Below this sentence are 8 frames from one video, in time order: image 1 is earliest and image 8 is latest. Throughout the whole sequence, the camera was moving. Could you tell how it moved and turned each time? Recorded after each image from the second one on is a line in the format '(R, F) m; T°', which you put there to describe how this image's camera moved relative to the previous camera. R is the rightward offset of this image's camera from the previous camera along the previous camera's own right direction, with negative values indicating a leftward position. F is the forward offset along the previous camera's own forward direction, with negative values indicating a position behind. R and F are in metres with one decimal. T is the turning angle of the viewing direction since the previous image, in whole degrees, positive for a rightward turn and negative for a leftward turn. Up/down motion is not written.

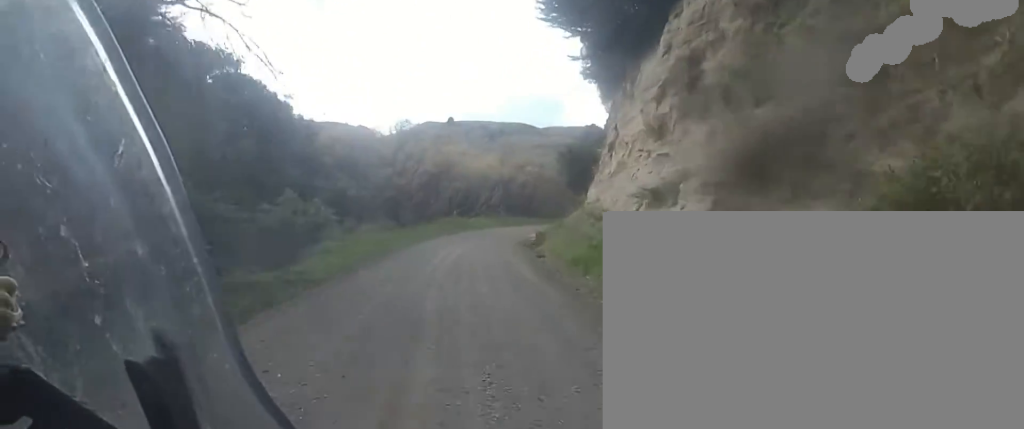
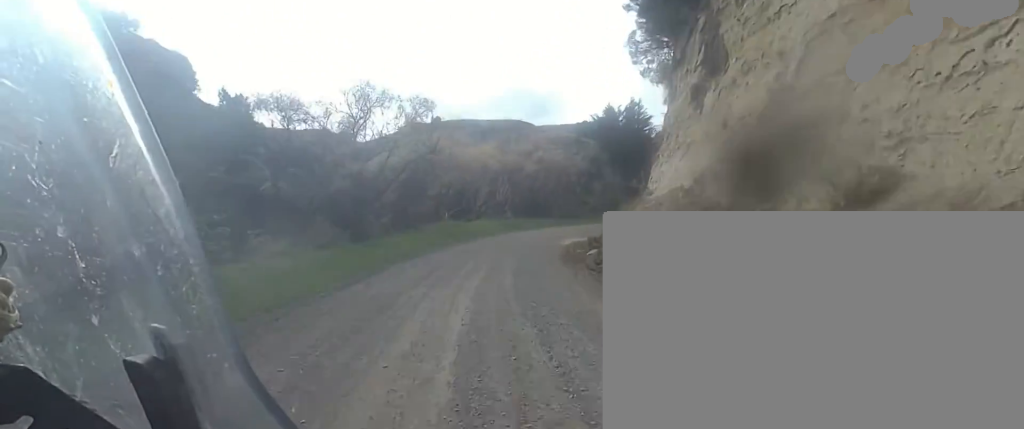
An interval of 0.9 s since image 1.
(-0.4, +11.3) m; -1°
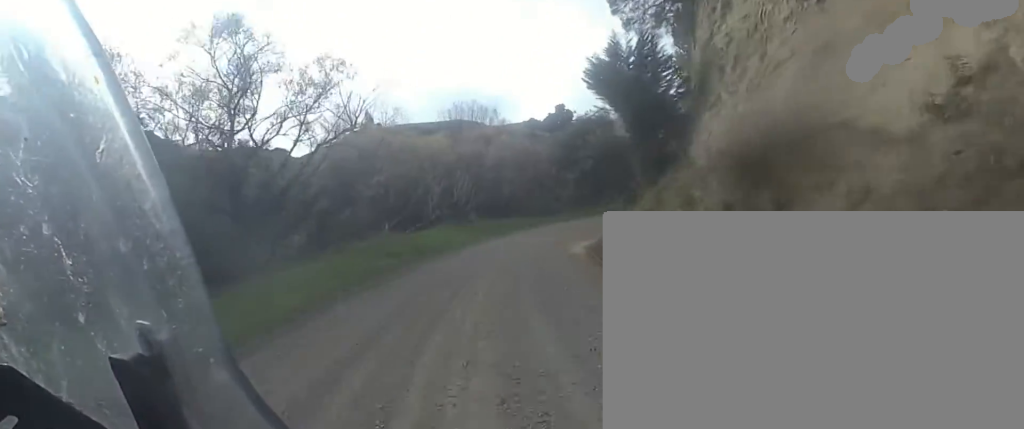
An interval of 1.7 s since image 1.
(-0.1, +8.9) m; +3°
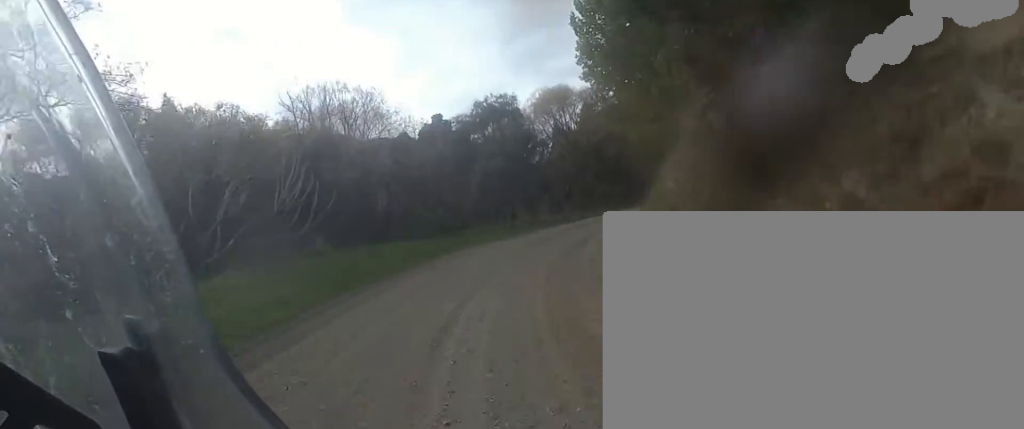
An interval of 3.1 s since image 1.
(+1.4, +12.2) m; +15°
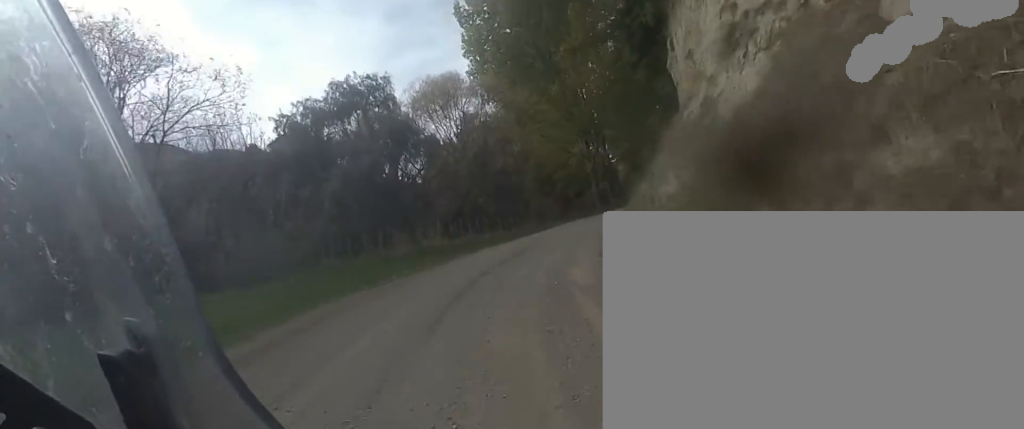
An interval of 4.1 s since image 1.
(+1.3, +9.2) m; +21°
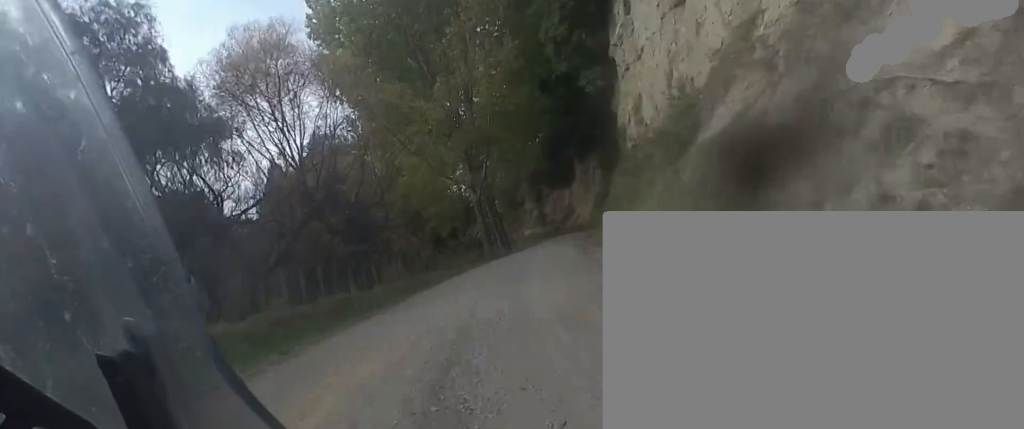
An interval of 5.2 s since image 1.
(+2.3, +10.9) m; +17°
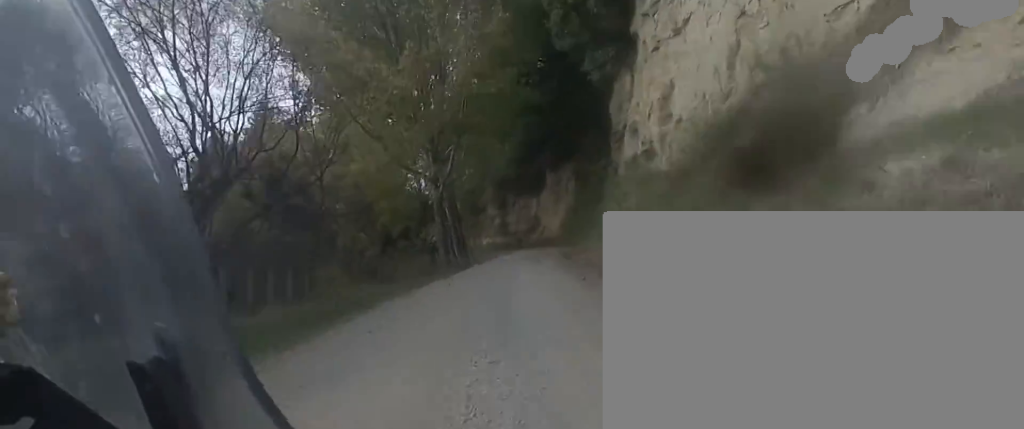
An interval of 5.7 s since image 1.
(-0.4, +5.0) m; +6°
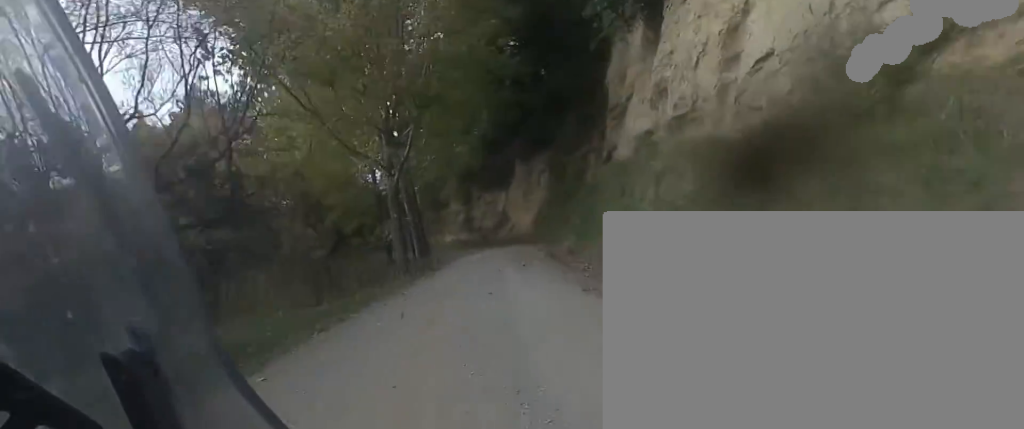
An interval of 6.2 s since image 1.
(+0.8, +5.1) m; +4°
